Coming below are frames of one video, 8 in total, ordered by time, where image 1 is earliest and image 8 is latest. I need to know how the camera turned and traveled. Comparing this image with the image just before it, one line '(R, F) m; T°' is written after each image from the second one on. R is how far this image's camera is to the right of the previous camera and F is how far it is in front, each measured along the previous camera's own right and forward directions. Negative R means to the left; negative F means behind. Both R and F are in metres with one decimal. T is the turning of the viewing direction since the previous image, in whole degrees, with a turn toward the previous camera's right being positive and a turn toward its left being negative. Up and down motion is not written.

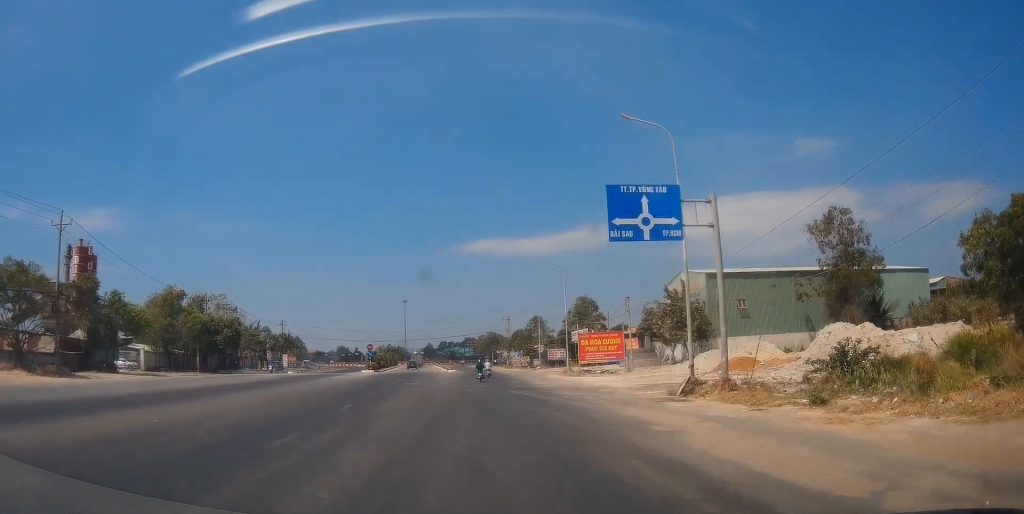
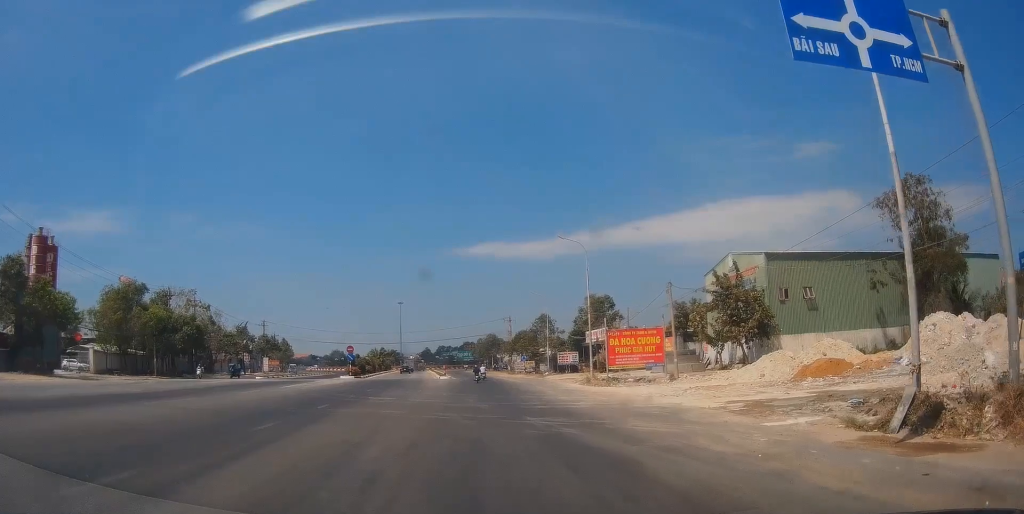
(+0.8, +13.3) m; +1°
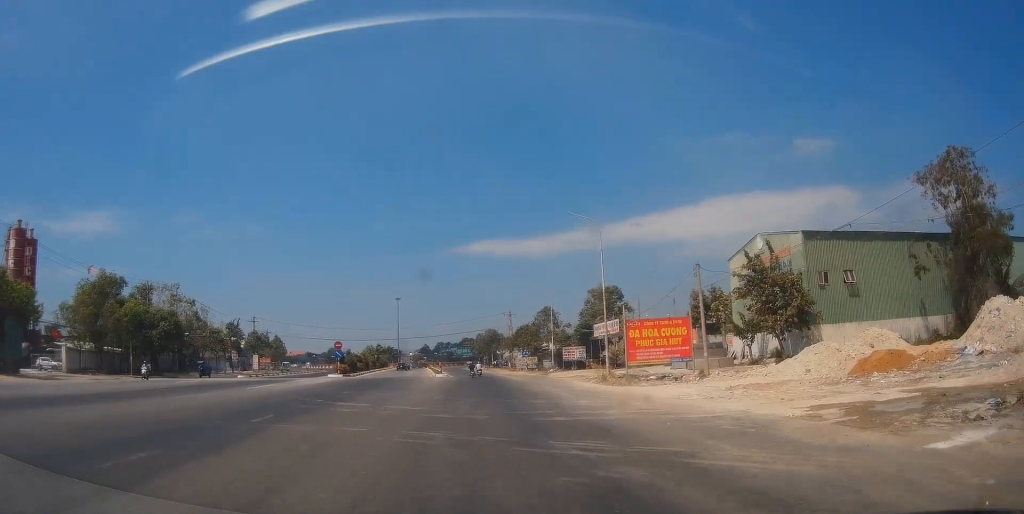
(+0.1, +6.1) m; -5°
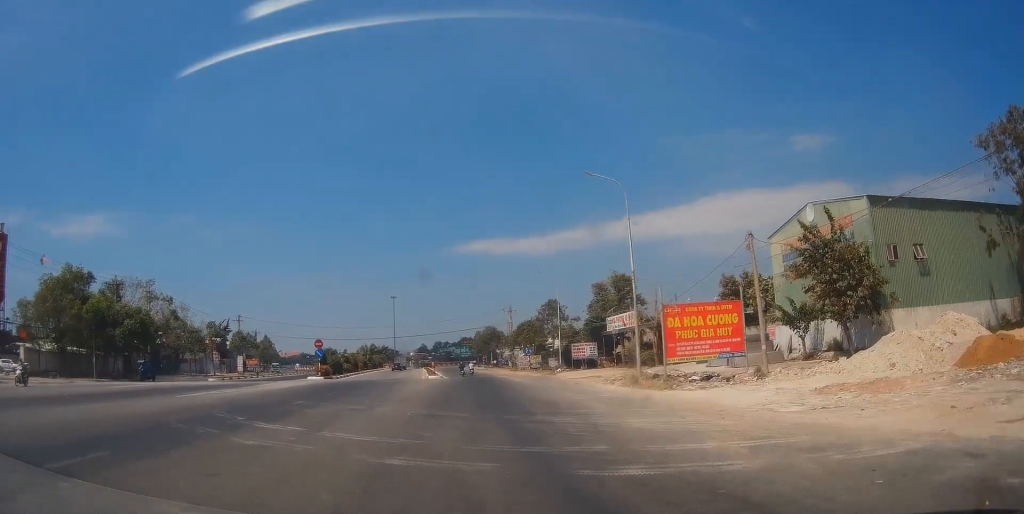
(-0.8, +8.1) m; 0°
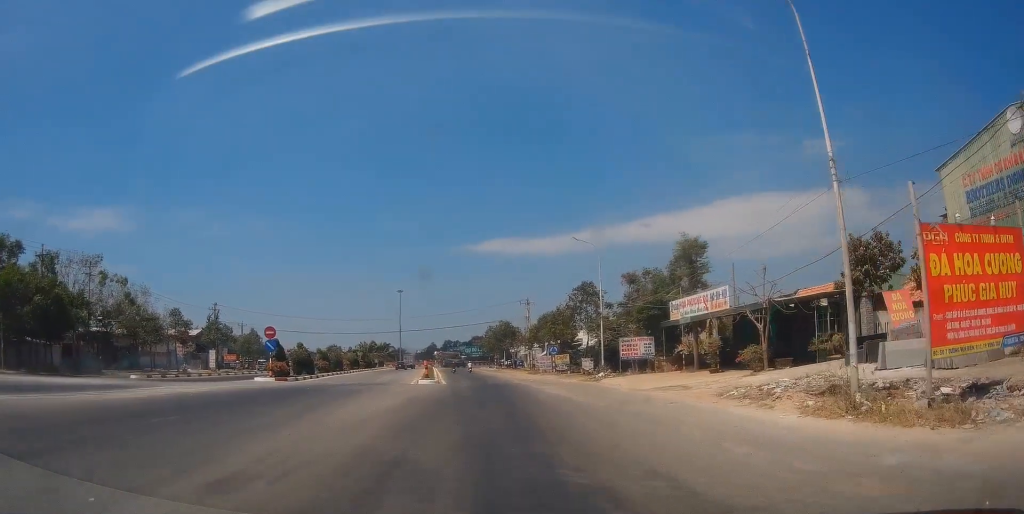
(+0.7, +17.7) m; +2°
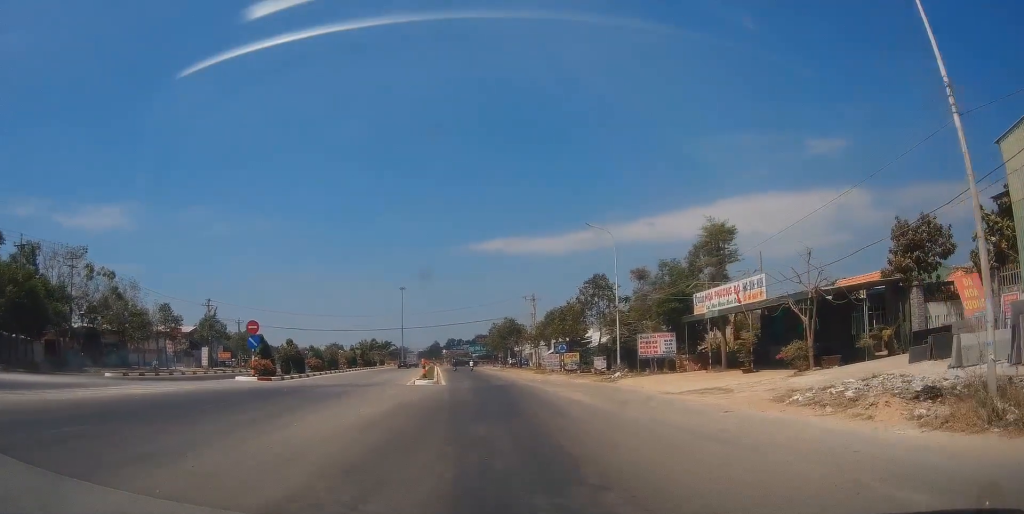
(0.0, +4.4) m; 0°
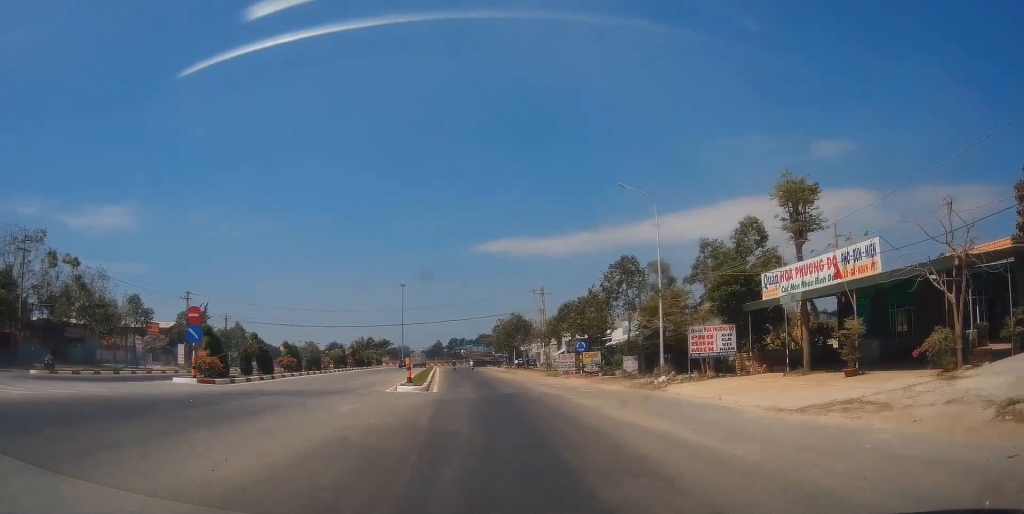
(+0.1, +9.7) m; 0°
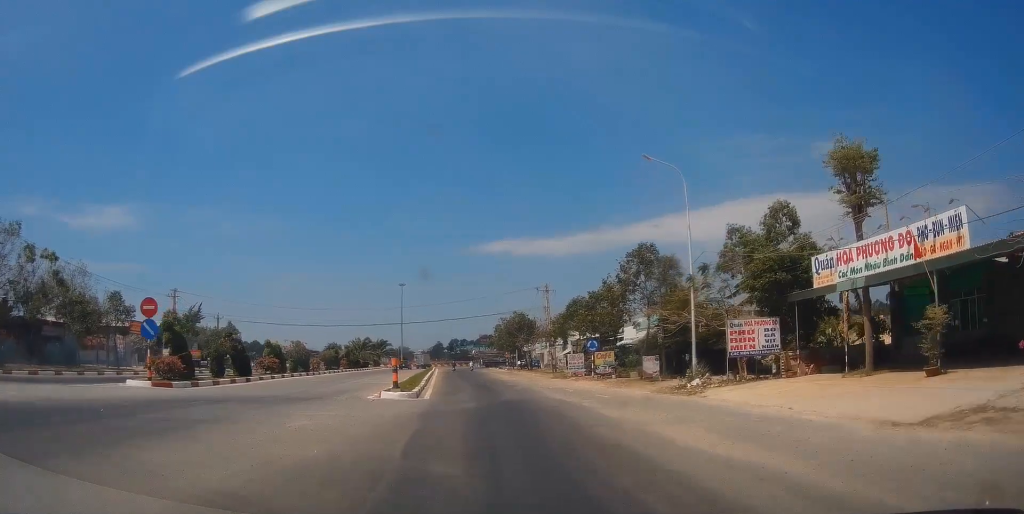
(-0.1, +5.1) m; -1°
